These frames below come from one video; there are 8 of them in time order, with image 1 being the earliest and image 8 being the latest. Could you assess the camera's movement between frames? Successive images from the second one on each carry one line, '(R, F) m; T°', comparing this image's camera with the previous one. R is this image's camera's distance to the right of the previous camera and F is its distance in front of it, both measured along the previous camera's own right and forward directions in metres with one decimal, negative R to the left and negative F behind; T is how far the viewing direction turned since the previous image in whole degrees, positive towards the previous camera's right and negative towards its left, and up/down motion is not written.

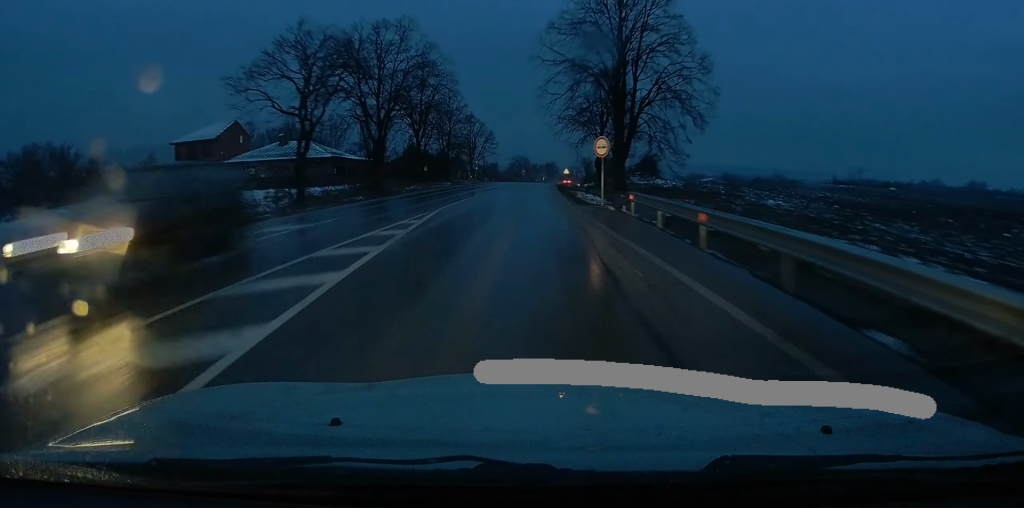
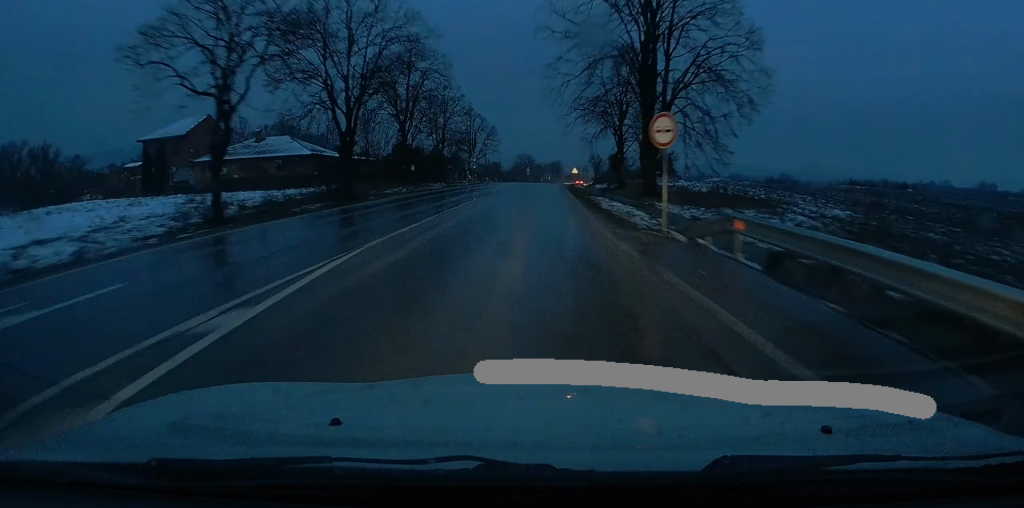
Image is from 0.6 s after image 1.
(-0.1, +9.4) m; 0°
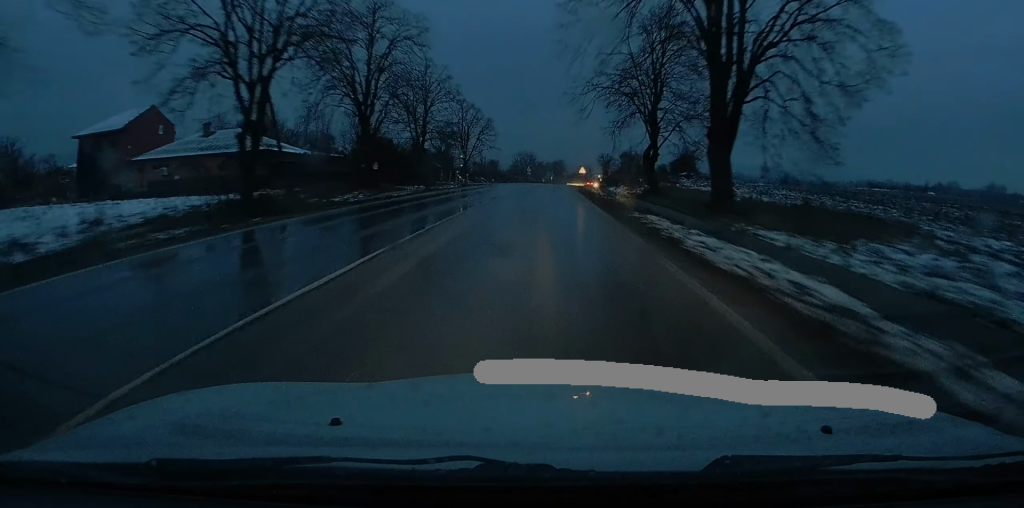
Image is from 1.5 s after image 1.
(+0.2, +13.4) m; +1°
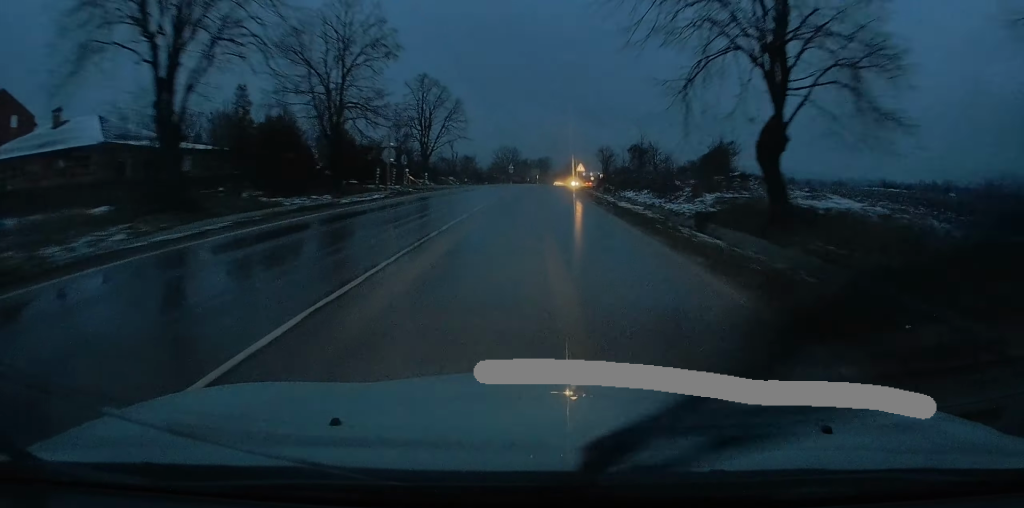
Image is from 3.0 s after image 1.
(+0.1, +21.4) m; +1°
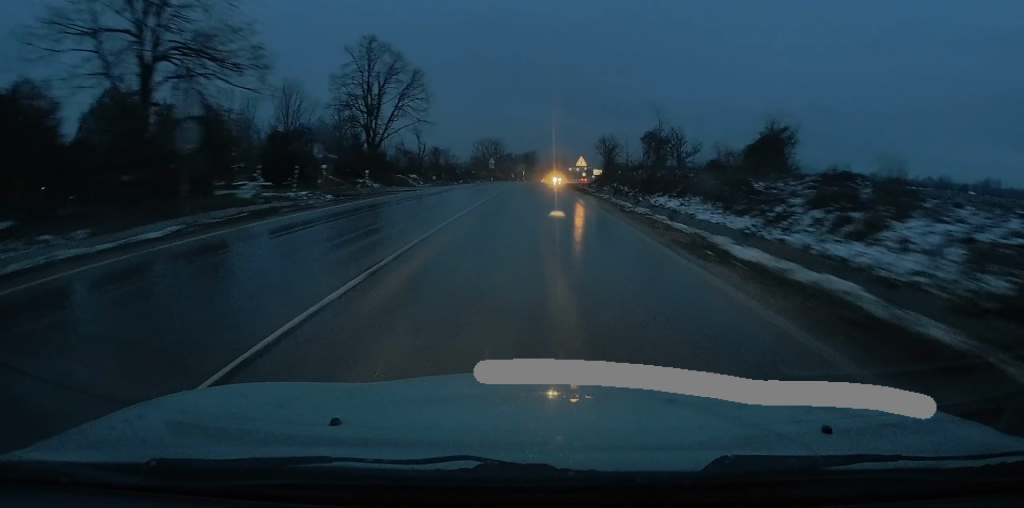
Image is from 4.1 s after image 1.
(+0.2, +17.3) m; +1°
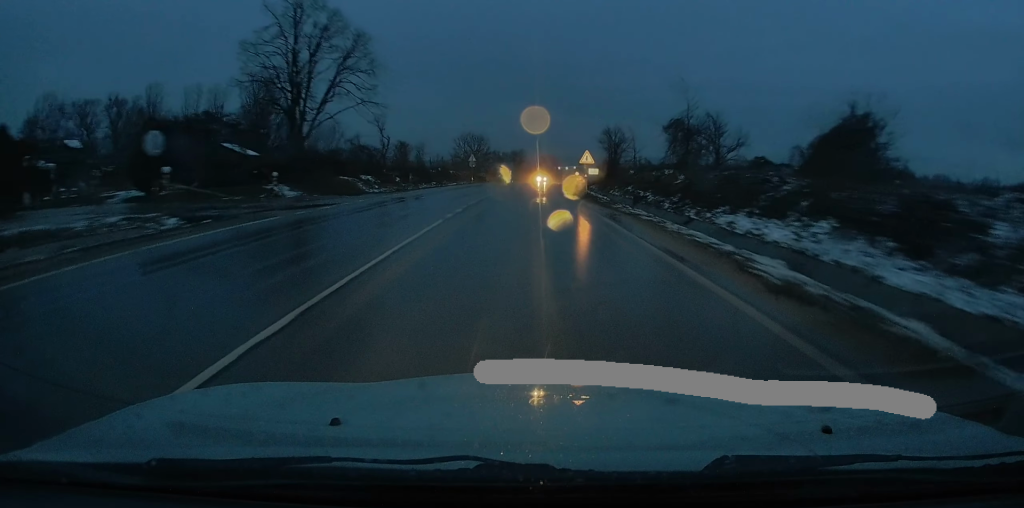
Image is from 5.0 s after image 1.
(+0.1, +14.0) m; +1°
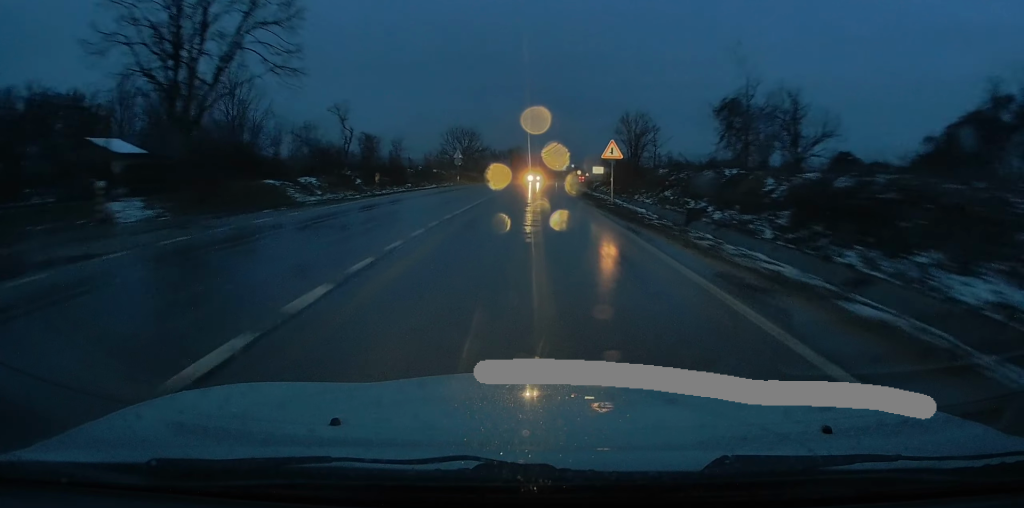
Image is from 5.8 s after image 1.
(+0.1, +12.6) m; 0°
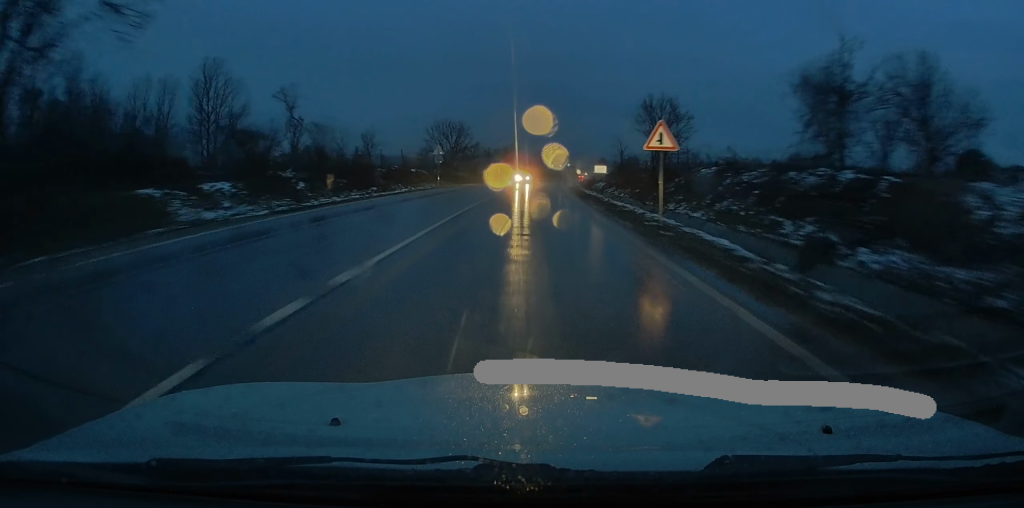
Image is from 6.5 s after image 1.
(0.0, +10.6) m; 0°
